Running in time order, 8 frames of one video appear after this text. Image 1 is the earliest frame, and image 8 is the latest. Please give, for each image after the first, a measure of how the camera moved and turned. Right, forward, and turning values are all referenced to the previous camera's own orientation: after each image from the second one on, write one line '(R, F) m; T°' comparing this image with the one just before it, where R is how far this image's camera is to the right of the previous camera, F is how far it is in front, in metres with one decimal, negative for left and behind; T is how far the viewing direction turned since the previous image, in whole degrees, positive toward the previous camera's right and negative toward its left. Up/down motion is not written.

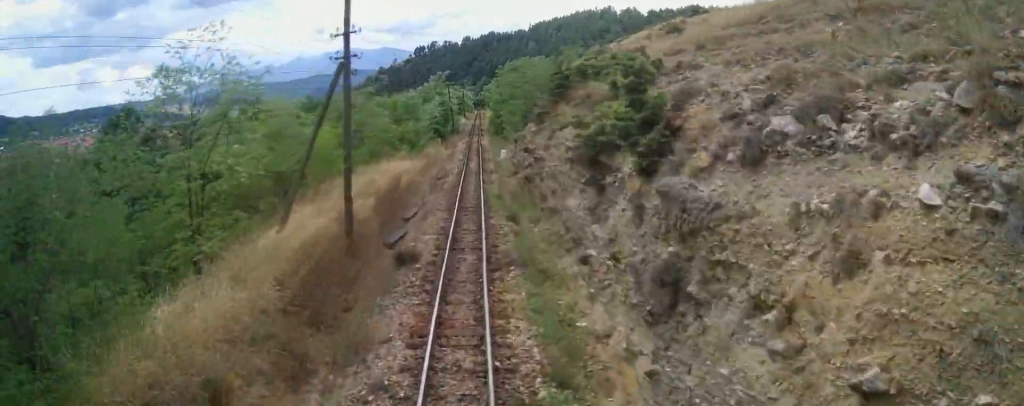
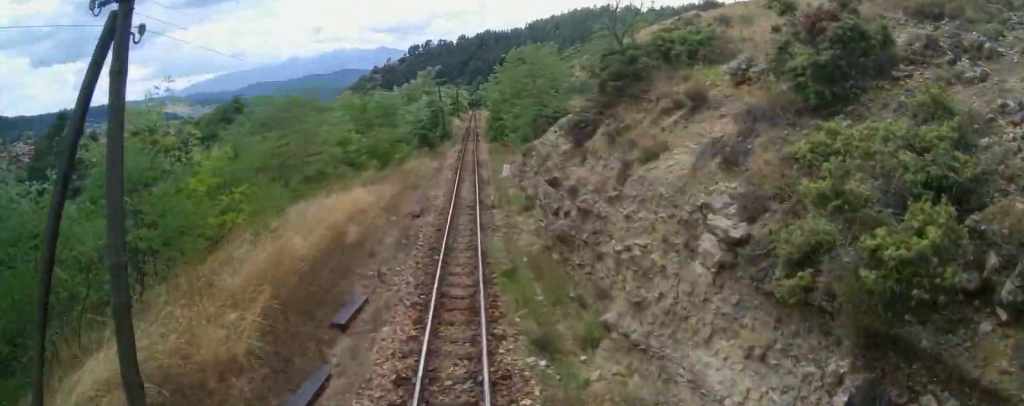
(-0.1, +9.2) m; -1°
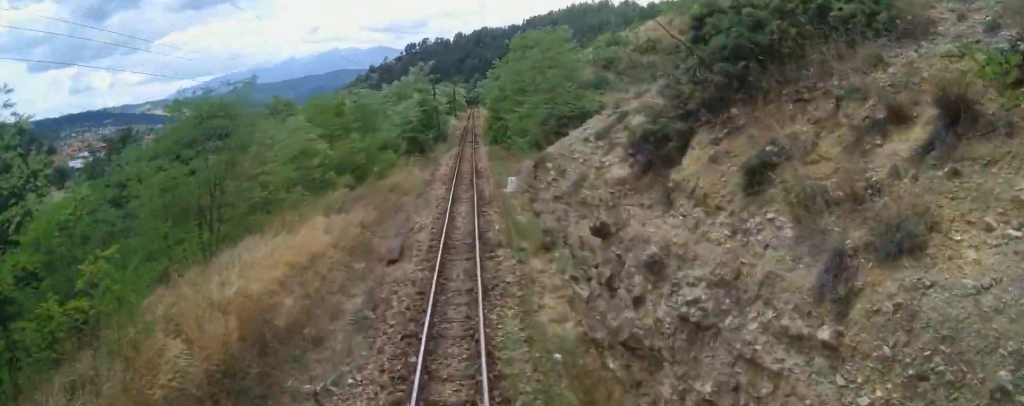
(0.0, +5.5) m; 0°
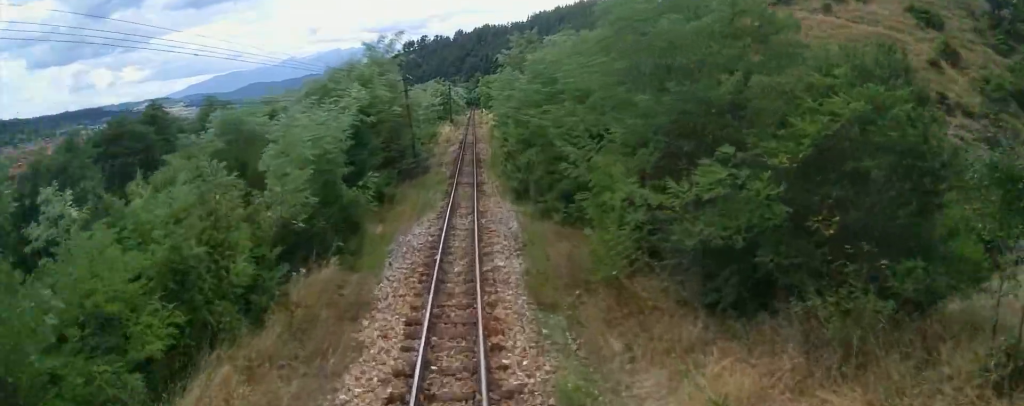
(-1.4, +23.9) m; -4°
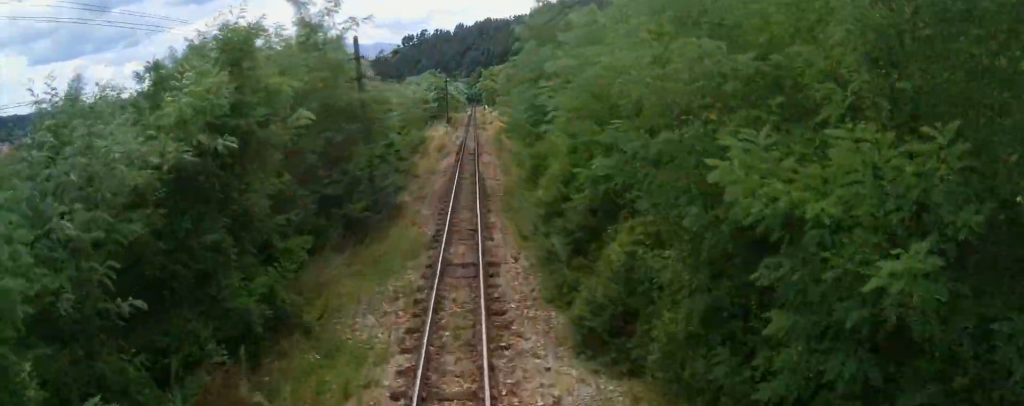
(+0.6, +13.1) m; +2°
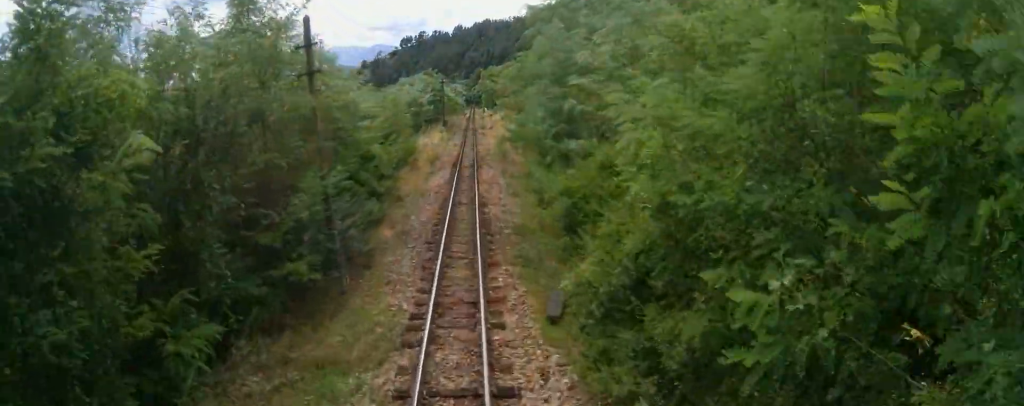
(-0.1, +5.5) m; 0°
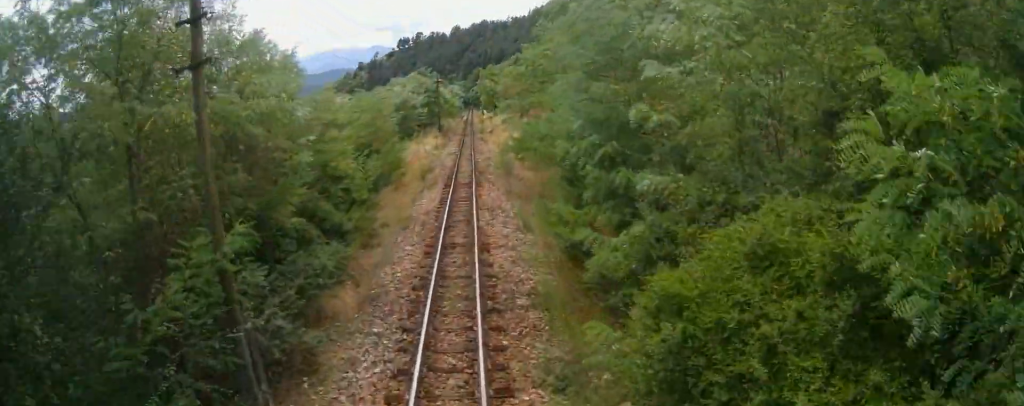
(+0.2, +5.5) m; 0°
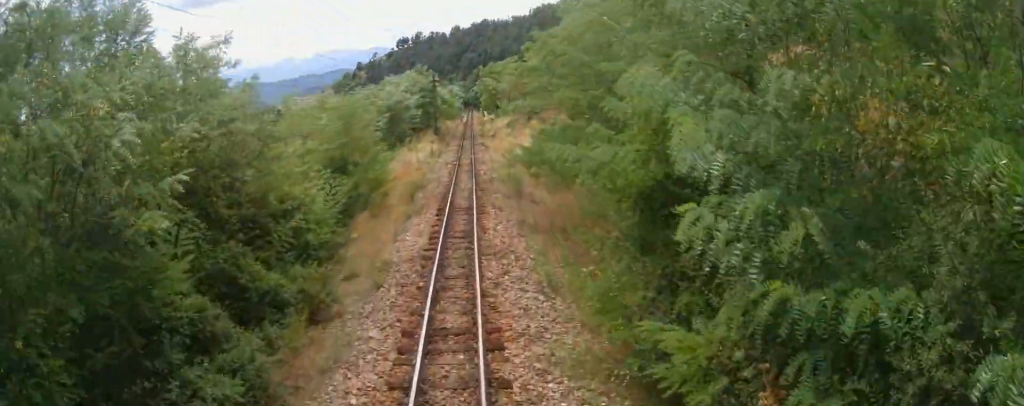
(0.0, +5.5) m; 0°
